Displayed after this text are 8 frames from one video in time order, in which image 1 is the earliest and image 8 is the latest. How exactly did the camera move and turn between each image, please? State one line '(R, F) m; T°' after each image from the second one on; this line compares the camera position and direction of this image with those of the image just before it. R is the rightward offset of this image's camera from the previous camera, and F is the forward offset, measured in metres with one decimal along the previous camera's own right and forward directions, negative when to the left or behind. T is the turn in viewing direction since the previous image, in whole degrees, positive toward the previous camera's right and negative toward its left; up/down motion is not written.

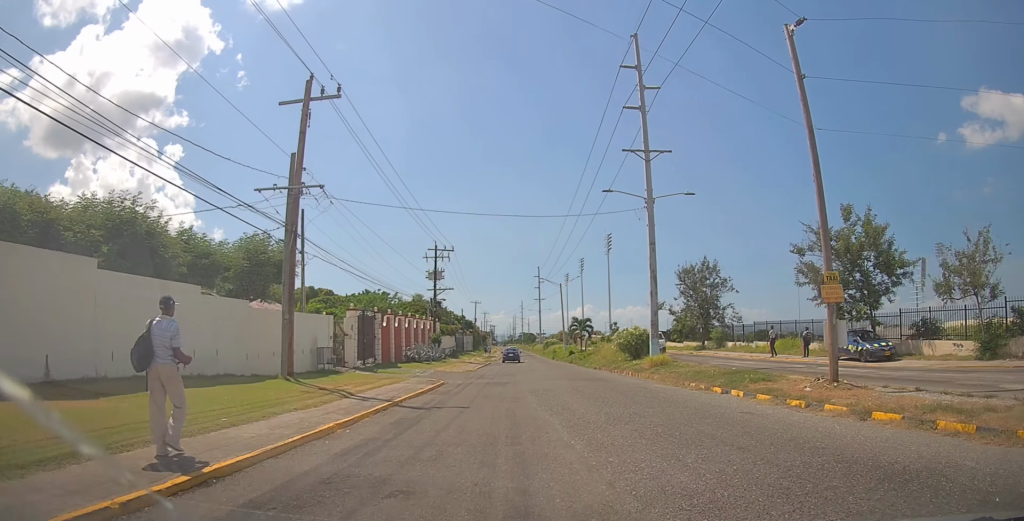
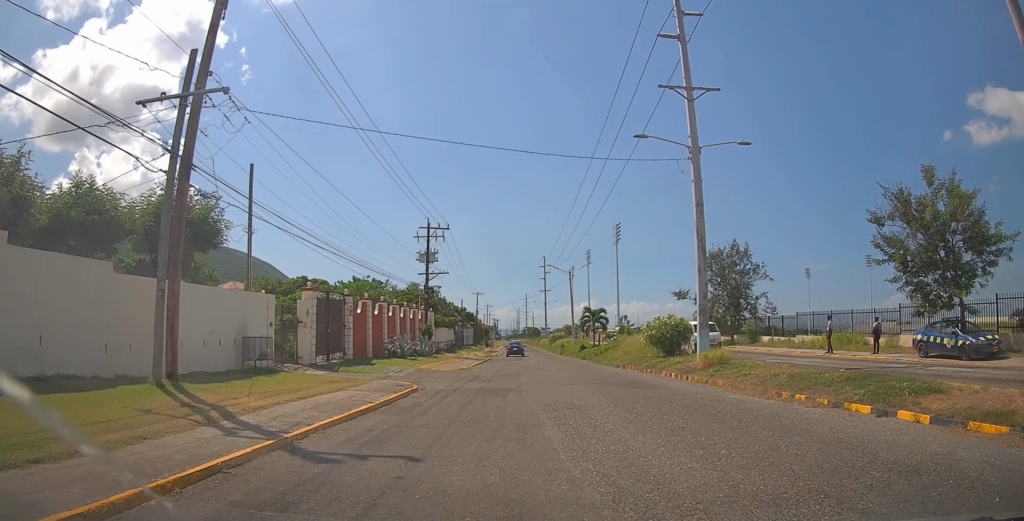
(0.0, +7.2) m; 0°
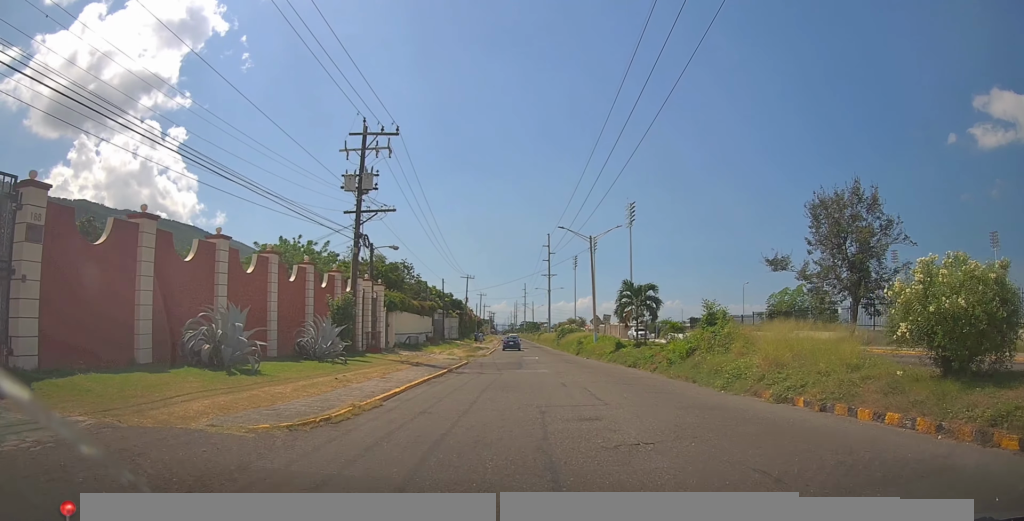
(-0.1, +20.0) m; -1°
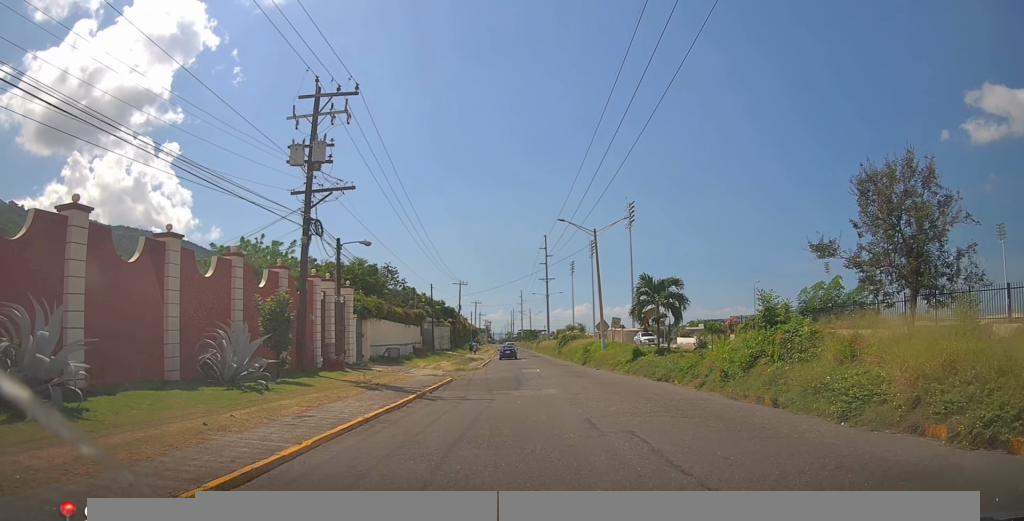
(0.0, +5.8) m; 0°
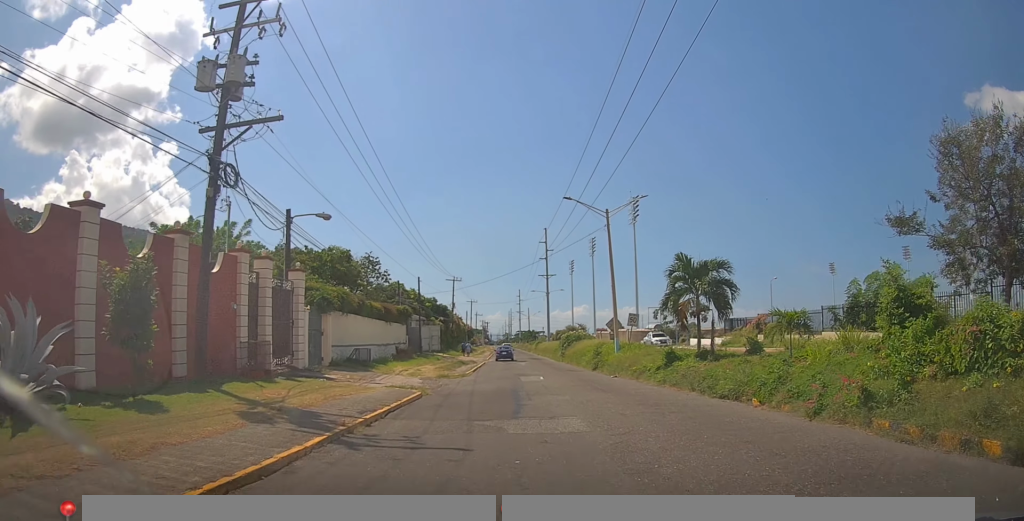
(0.0, +6.5) m; 0°
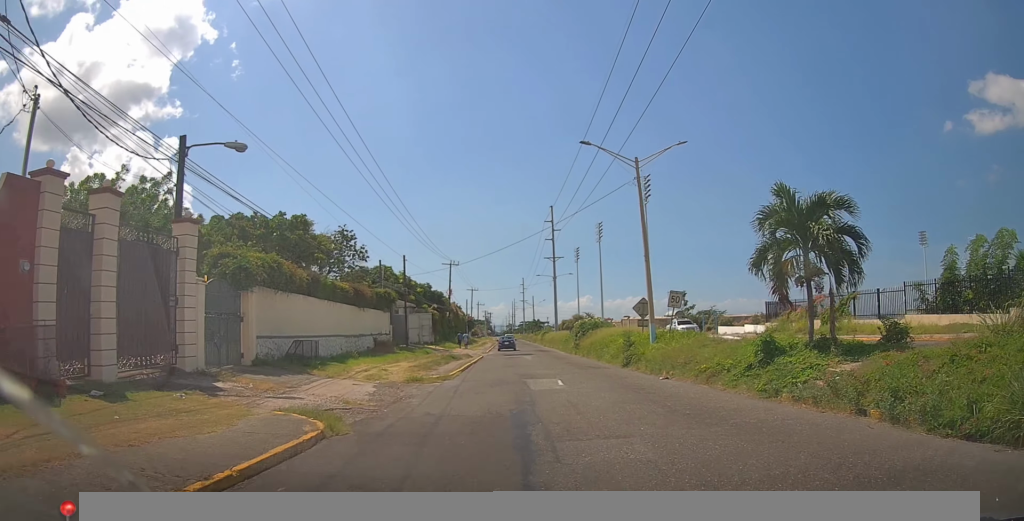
(0.0, +8.3) m; 0°
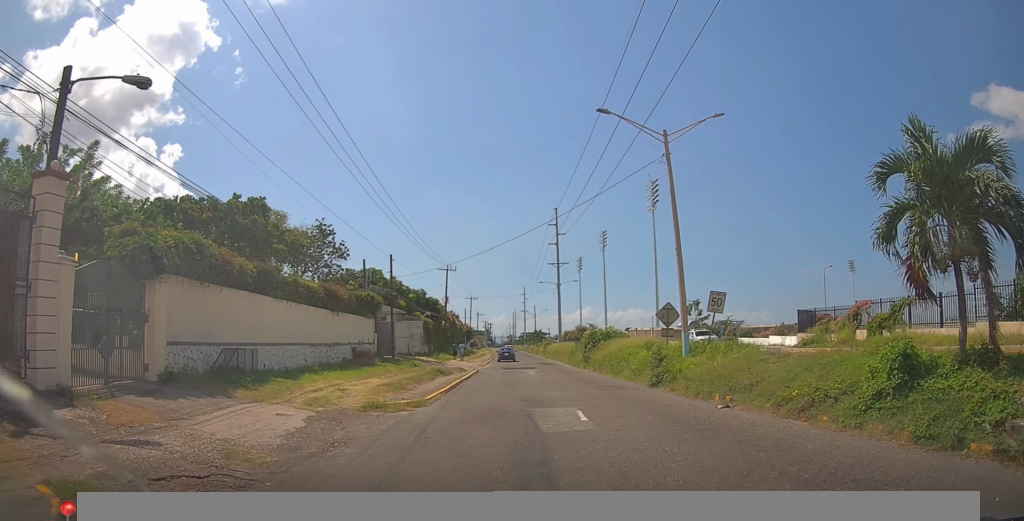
(0.0, +5.2) m; +1°
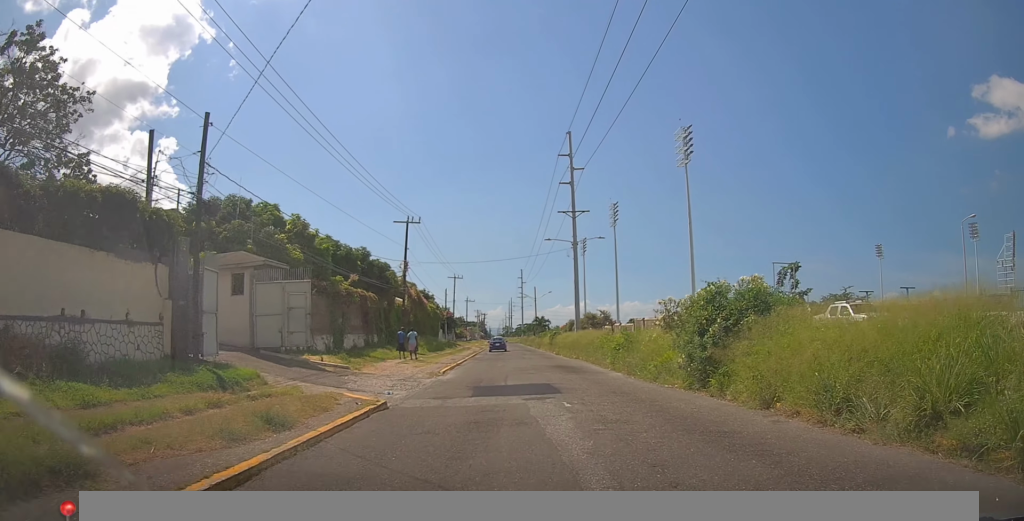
(+0.3, +24.1) m; -1°
